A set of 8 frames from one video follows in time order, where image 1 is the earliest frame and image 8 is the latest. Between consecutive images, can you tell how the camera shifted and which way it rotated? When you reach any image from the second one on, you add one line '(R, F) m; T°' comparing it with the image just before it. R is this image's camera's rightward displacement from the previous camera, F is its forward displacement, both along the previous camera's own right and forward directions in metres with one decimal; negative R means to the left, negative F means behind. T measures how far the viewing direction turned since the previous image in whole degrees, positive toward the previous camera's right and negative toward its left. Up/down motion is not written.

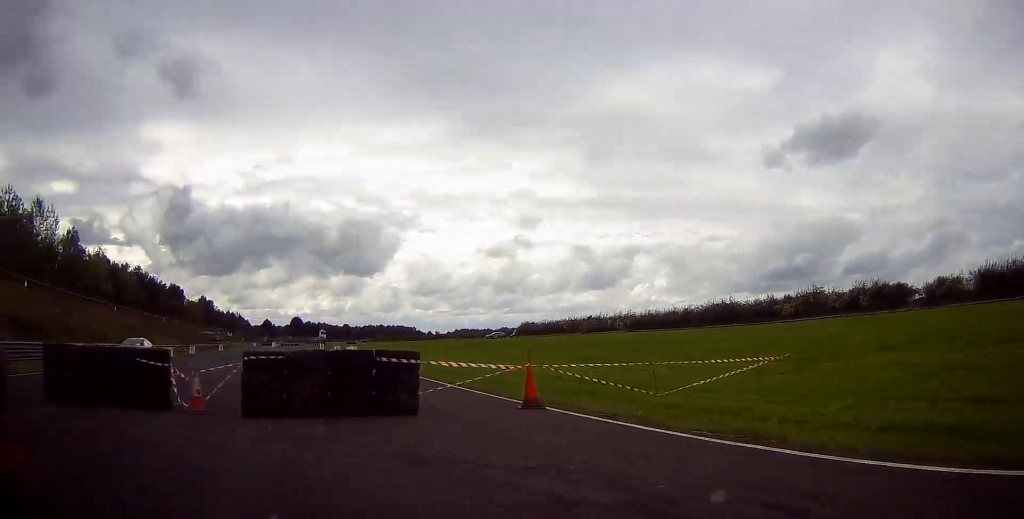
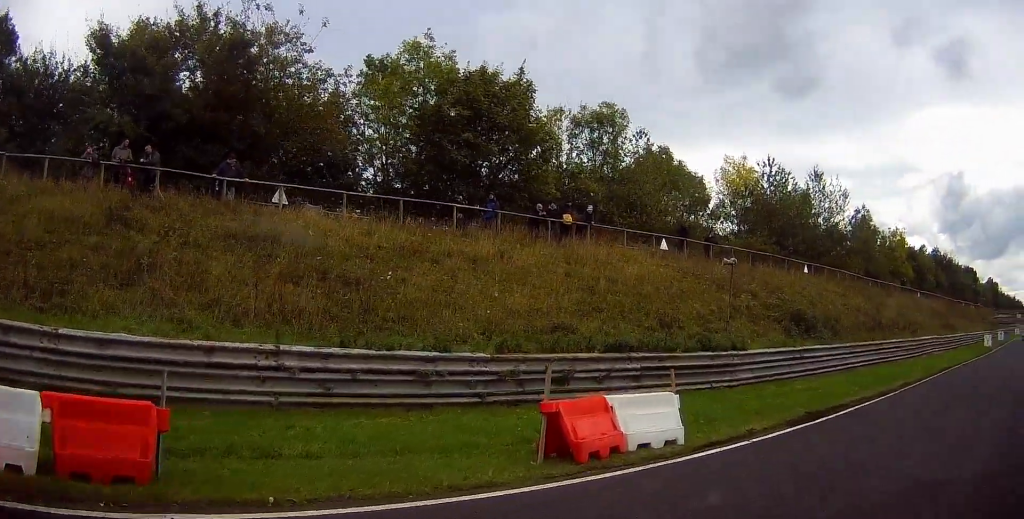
(-5.8, +8.6) m; -41°
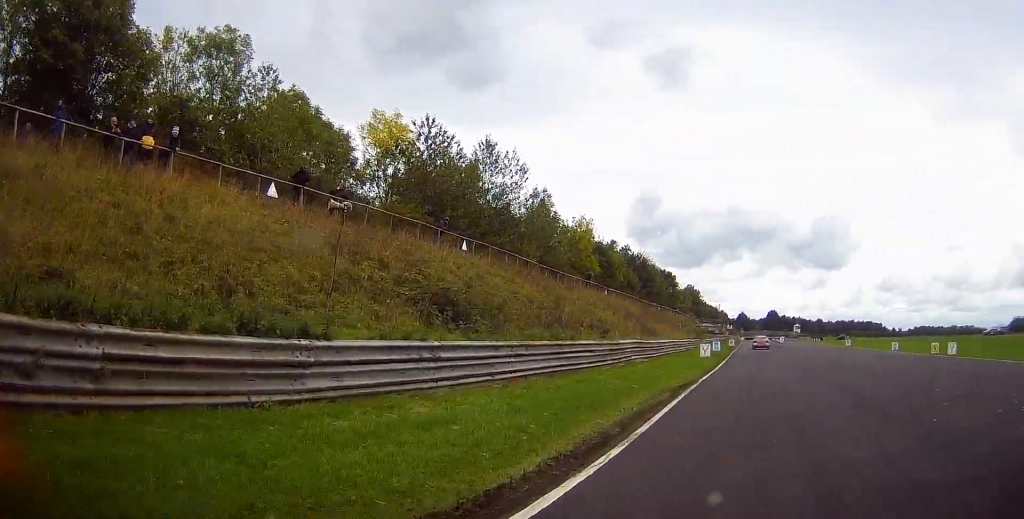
(-0.1, +5.9) m; +15°
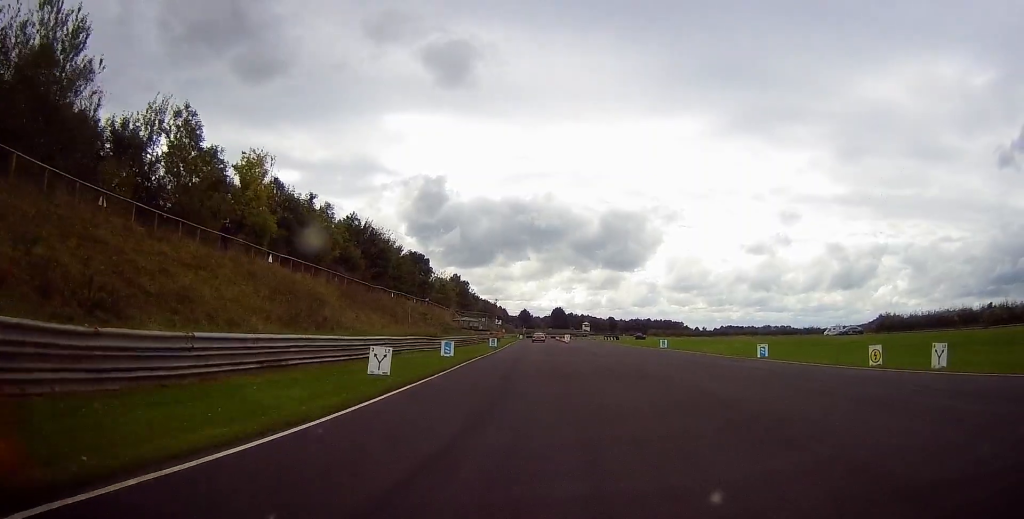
(+5.1, +20.0) m; +18°
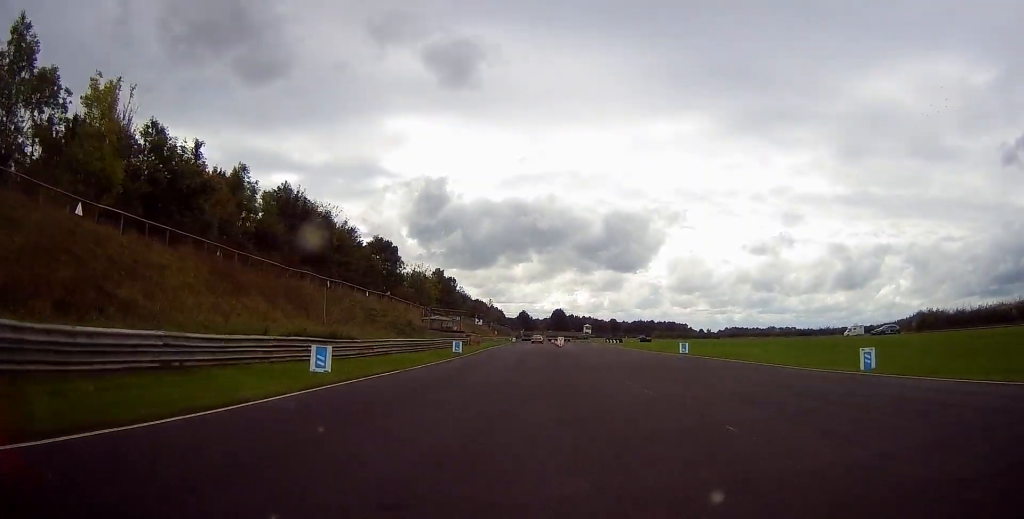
(+0.5, +14.7) m; +1°
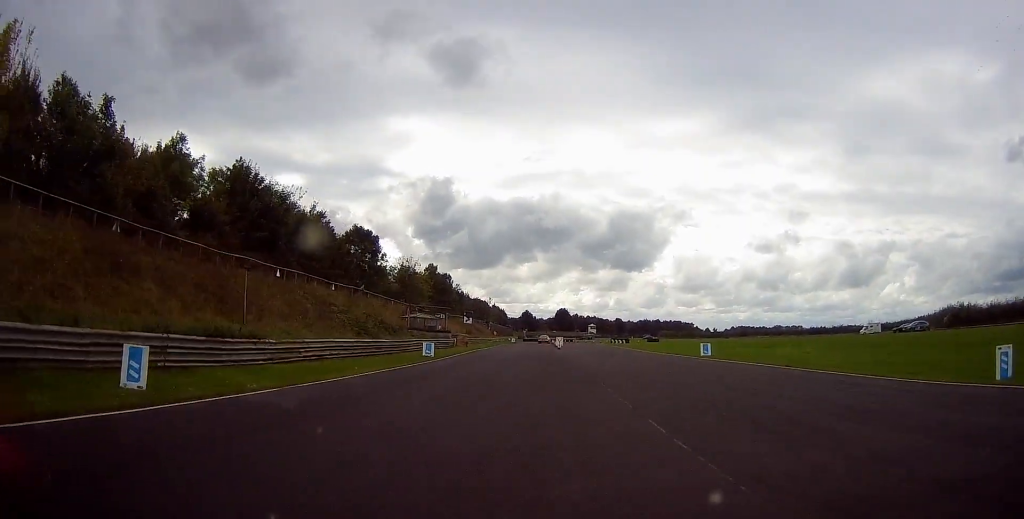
(-0.1, +8.1) m; -1°
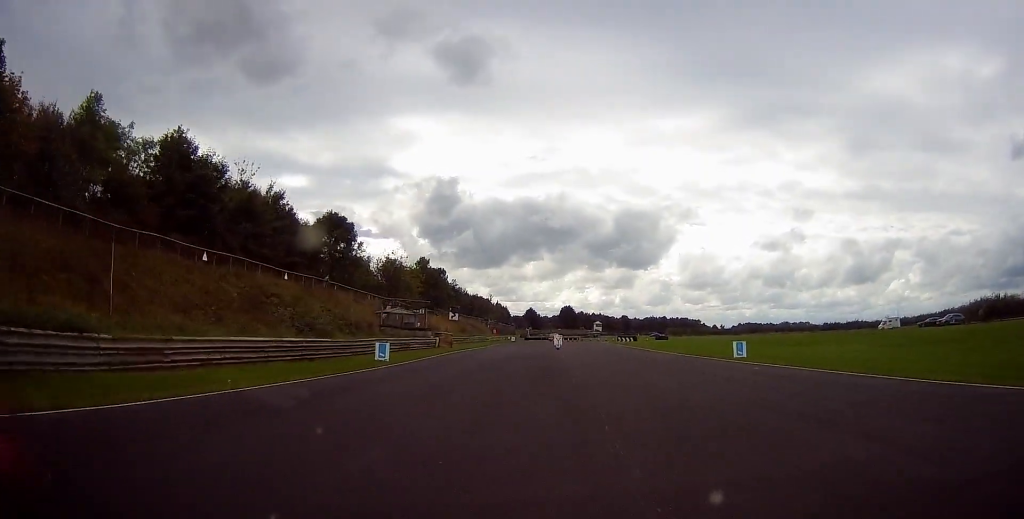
(-0.1, +8.4) m; -1°
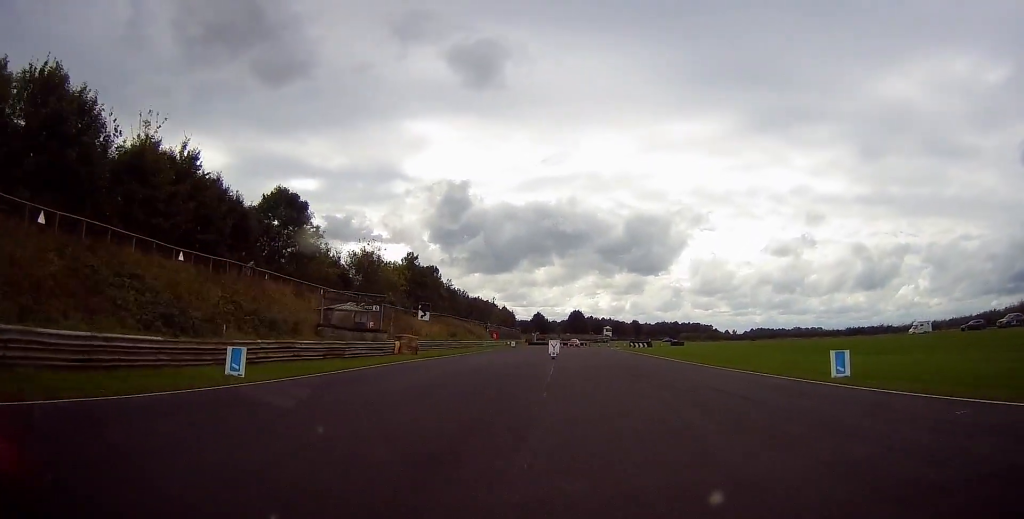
(-0.2, +12.4) m; -1°
